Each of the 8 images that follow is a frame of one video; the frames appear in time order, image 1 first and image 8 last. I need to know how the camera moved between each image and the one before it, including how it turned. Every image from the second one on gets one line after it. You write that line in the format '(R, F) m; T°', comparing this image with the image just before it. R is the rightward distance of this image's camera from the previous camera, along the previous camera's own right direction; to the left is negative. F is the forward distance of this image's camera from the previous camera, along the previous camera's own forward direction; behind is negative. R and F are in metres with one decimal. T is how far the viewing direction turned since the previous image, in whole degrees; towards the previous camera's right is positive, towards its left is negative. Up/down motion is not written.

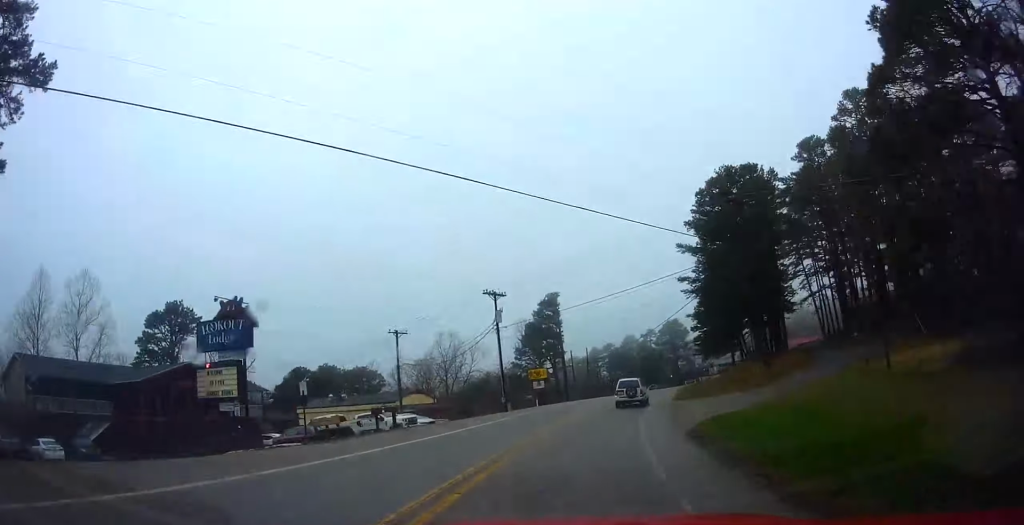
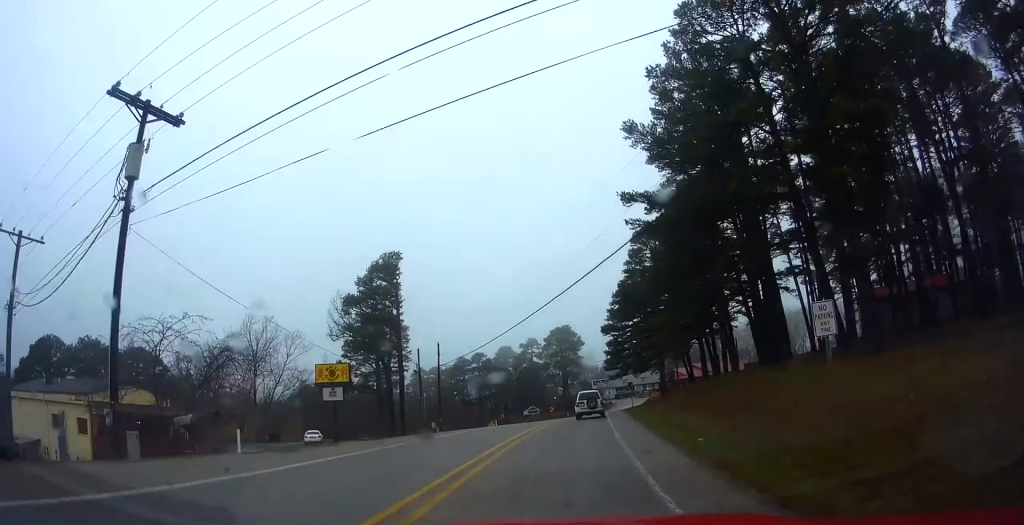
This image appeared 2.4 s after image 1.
(+3.0, +33.4) m; +8°
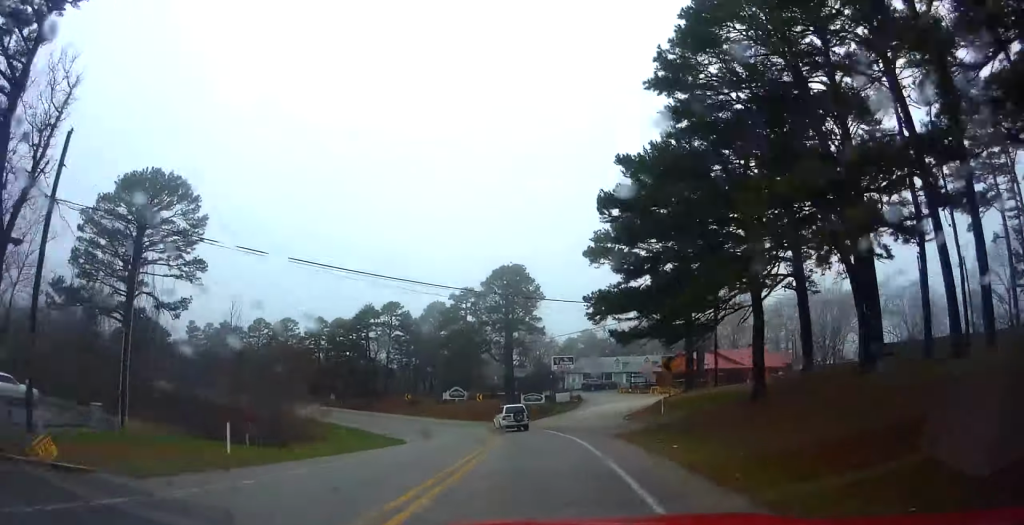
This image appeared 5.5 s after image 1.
(+2.9, +42.7) m; 0°
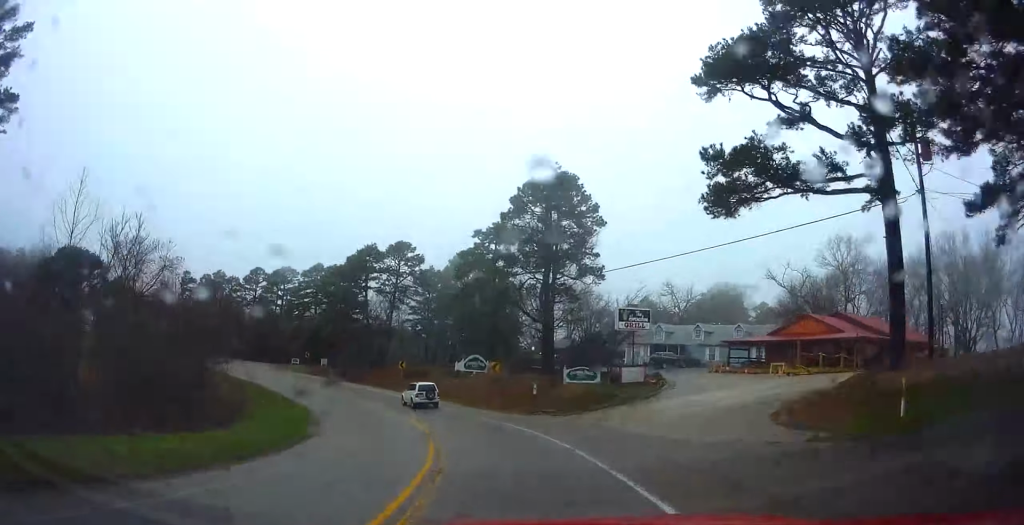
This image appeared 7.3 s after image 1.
(+1.6, +24.6) m; -6°
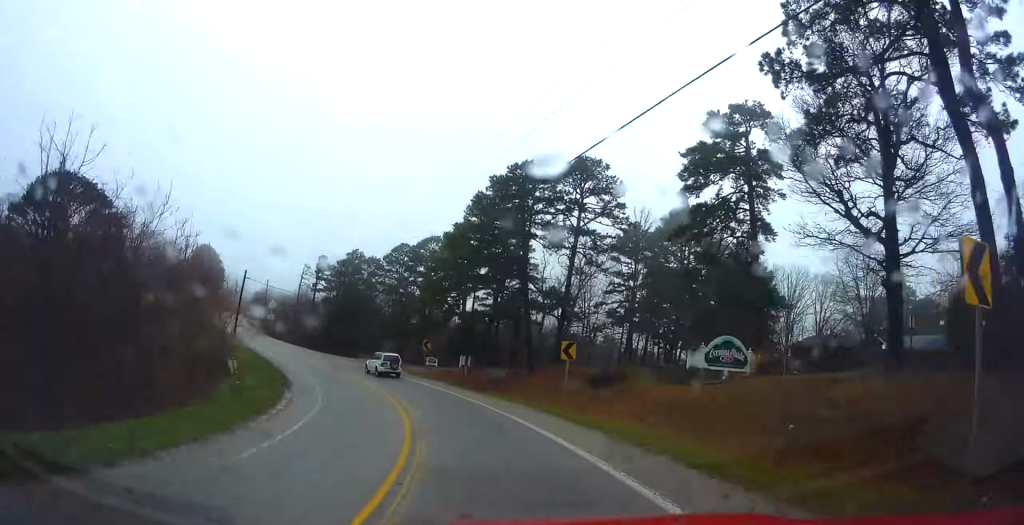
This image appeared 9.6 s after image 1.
(-5.0, +30.8) m; -18°
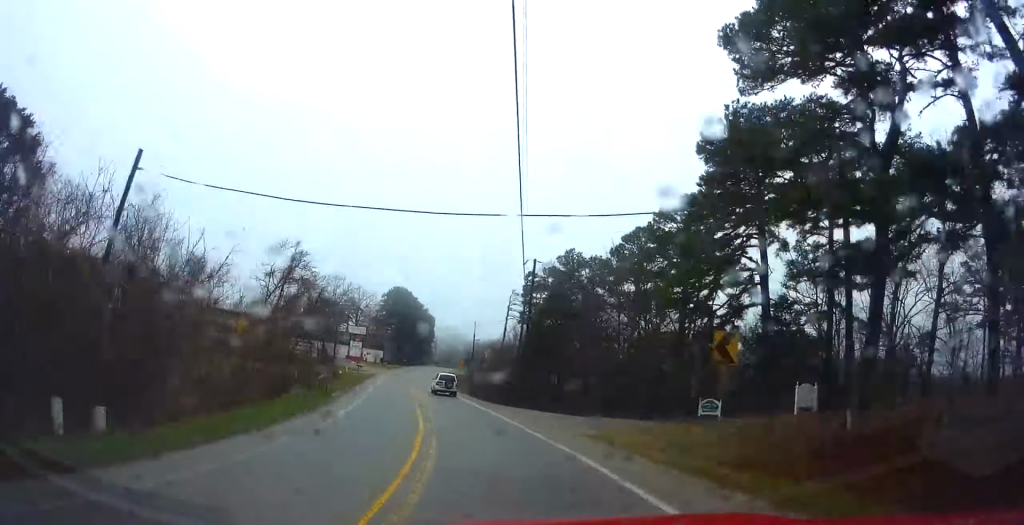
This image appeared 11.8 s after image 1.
(-5.3, +28.8) m; -16°
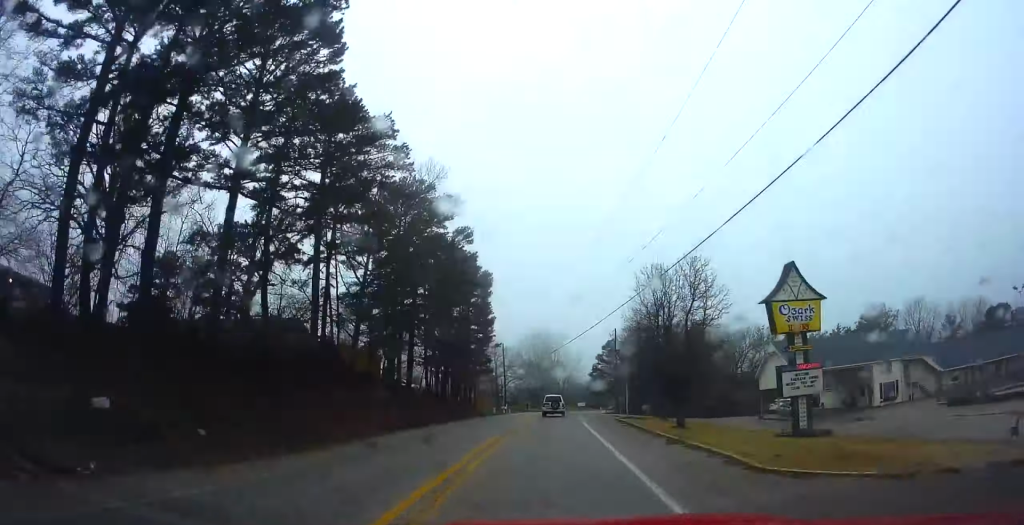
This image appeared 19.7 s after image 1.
(-29.8, +112.0) m; -15°
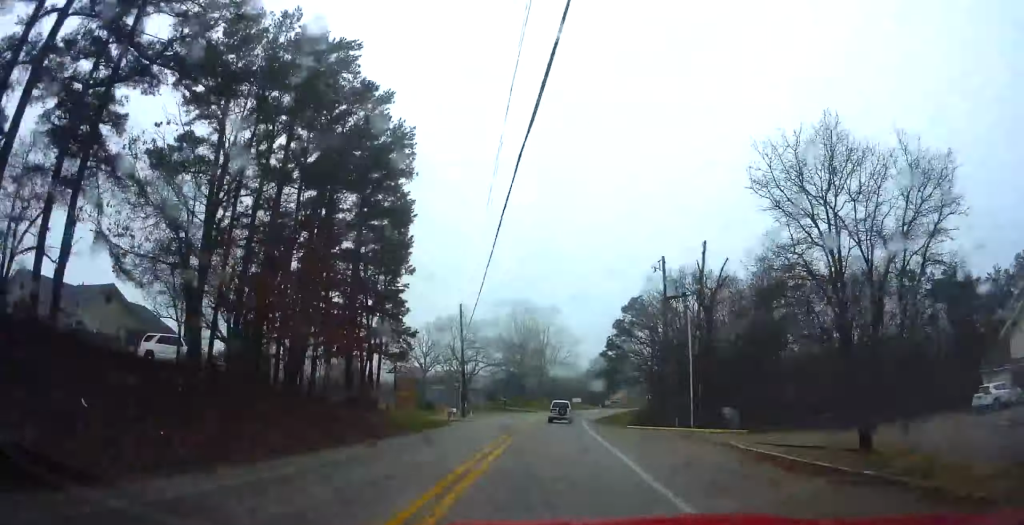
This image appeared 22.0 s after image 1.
(+1.3, +35.4) m; +2°
